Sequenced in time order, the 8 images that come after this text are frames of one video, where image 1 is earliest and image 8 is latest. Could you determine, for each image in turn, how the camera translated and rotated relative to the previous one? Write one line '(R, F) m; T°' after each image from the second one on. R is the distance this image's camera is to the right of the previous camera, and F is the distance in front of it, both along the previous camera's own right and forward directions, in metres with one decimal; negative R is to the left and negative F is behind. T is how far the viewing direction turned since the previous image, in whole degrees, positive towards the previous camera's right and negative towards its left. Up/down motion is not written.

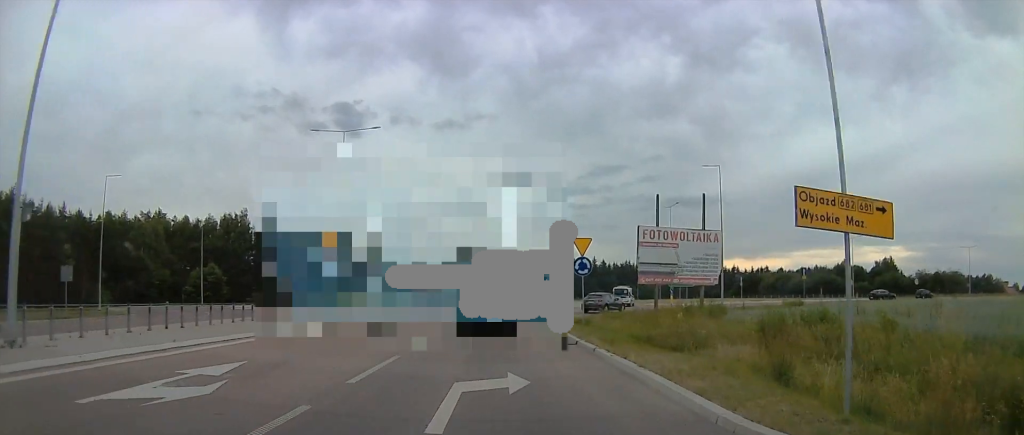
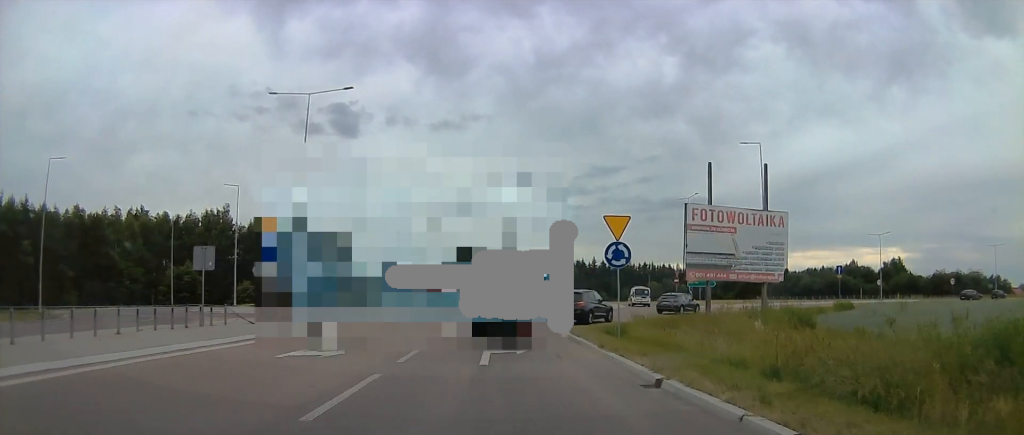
(-0.4, +7.8) m; +1°
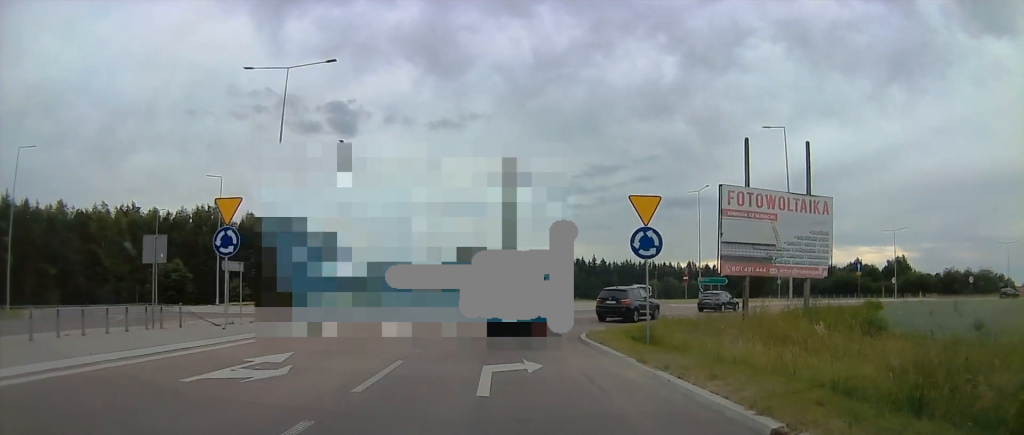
(+0.3, +3.7) m; +3°
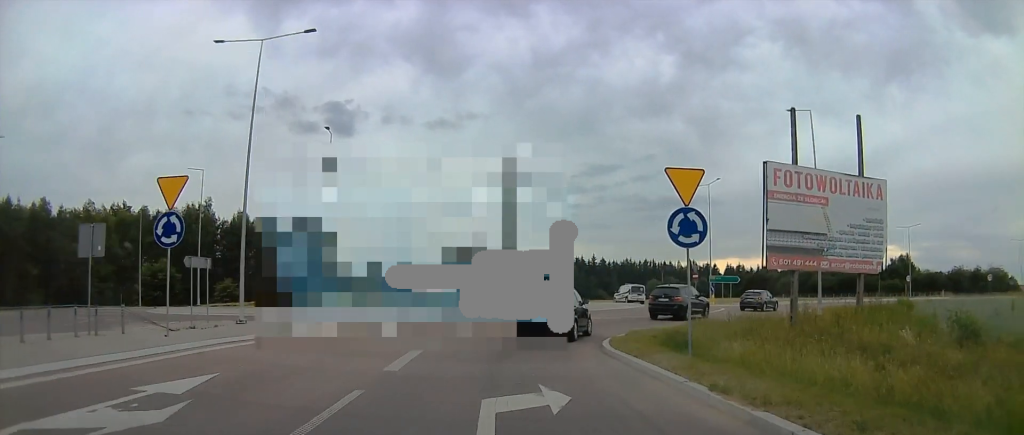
(+0.1, +3.6) m; +1°
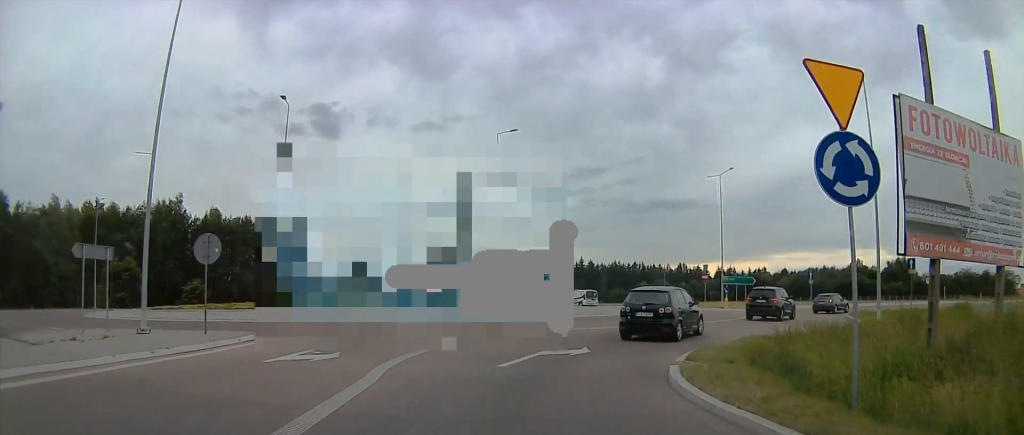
(0.0, +7.1) m; 0°
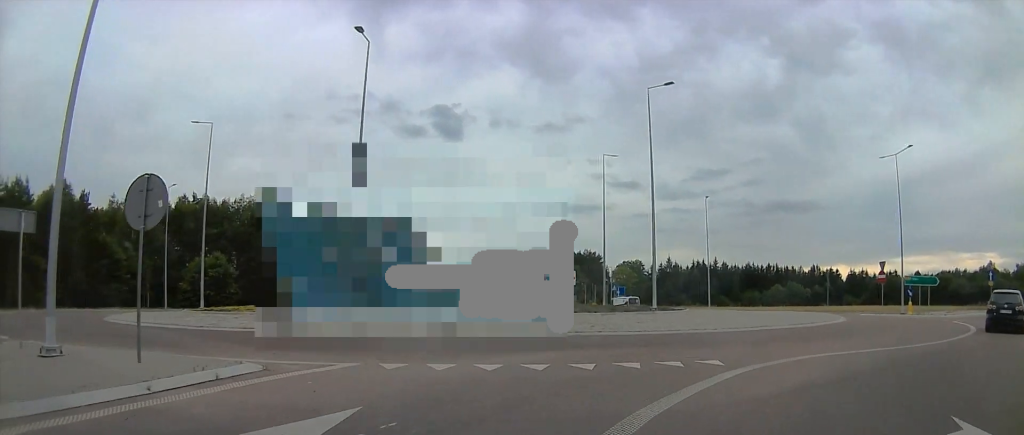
(-0.1, +9.4) m; -5°
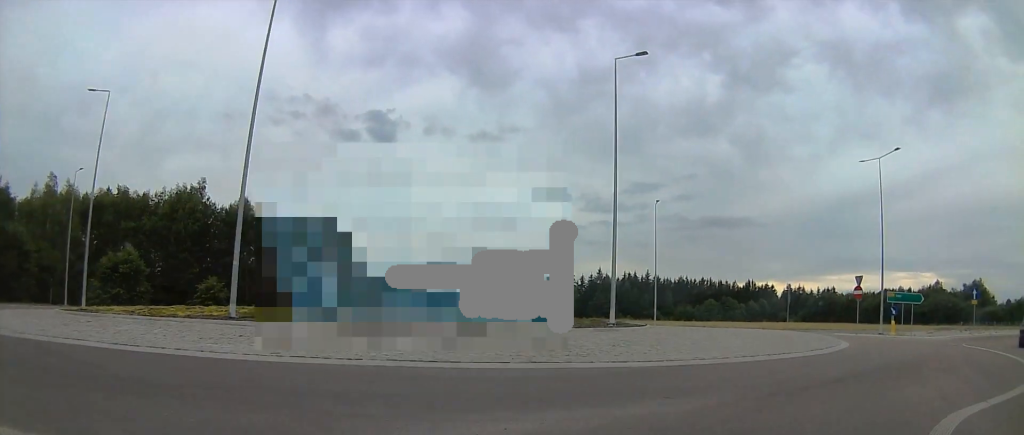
(-0.4, +5.8) m; +1°
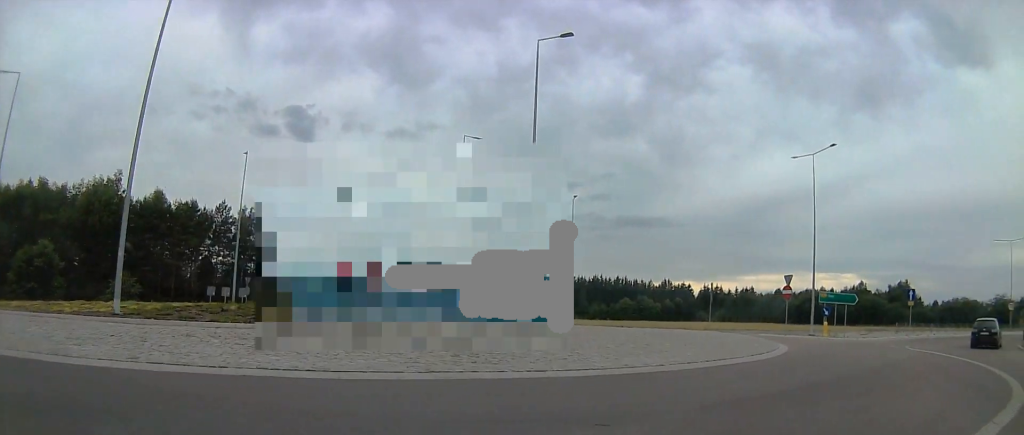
(0.0, +1.9) m; +8°
